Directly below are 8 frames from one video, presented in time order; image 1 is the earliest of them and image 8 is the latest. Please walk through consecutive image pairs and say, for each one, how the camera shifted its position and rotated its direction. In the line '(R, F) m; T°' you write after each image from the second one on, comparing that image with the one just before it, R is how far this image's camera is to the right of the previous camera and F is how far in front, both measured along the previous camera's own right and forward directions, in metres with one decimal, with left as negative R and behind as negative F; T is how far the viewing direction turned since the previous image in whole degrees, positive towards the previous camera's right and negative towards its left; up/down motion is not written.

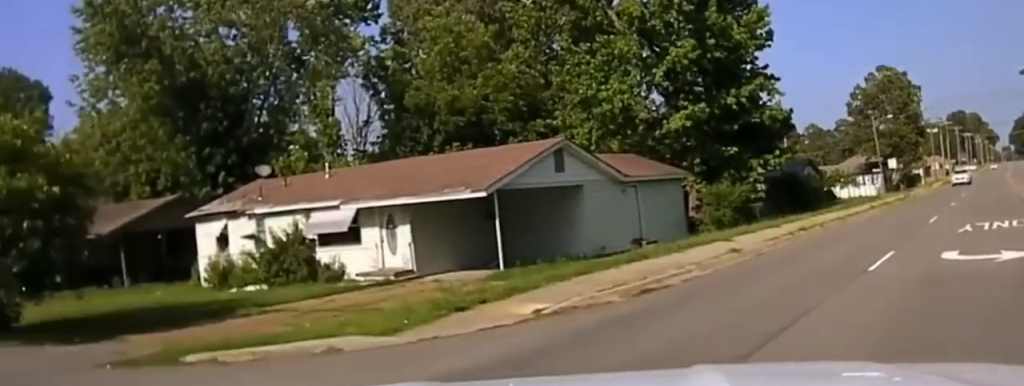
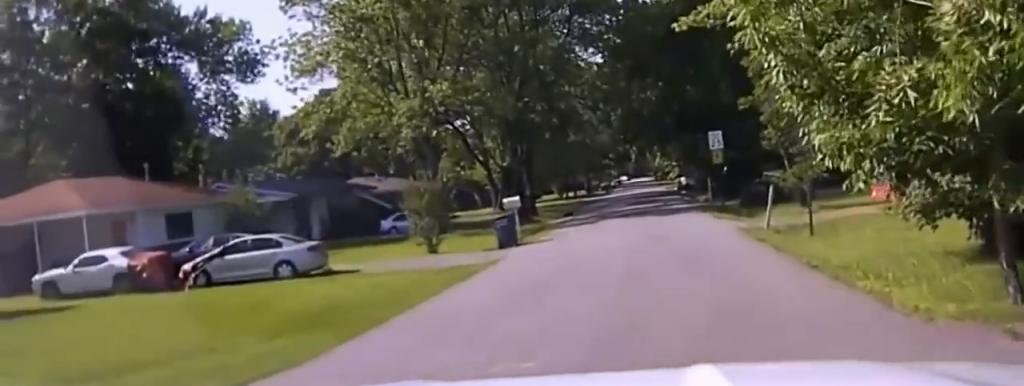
(-4.9, +9.9) m; -42°
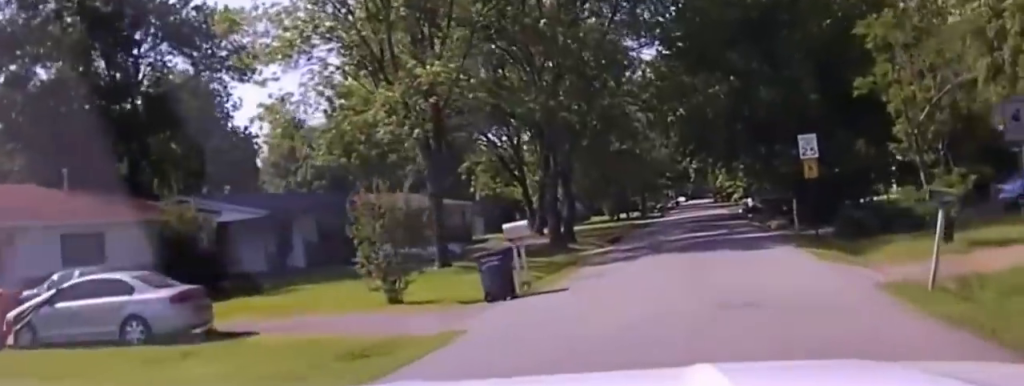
(-0.3, +8.0) m; -2°
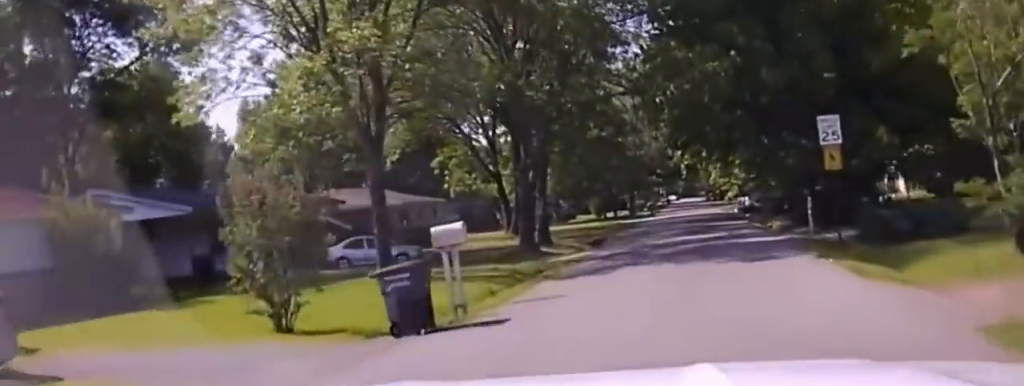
(0.0, +4.2) m; 0°
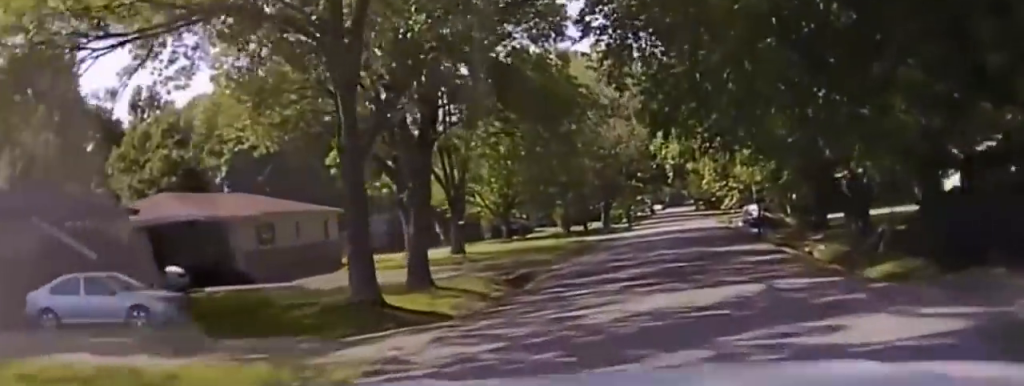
(+0.1, +16.0) m; +1°
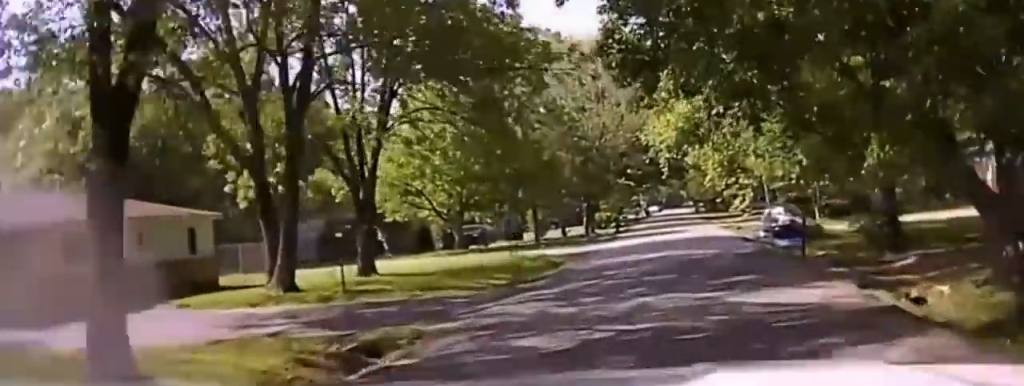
(+0.1, +14.5) m; 0°
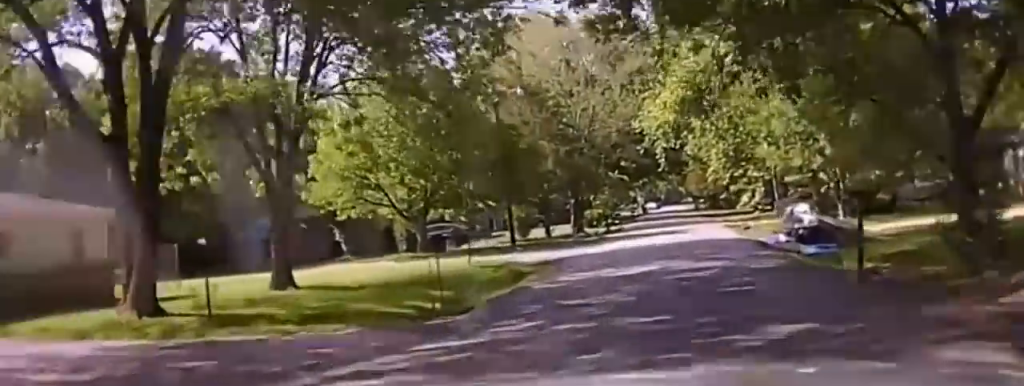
(0.0, +8.4) m; 0°
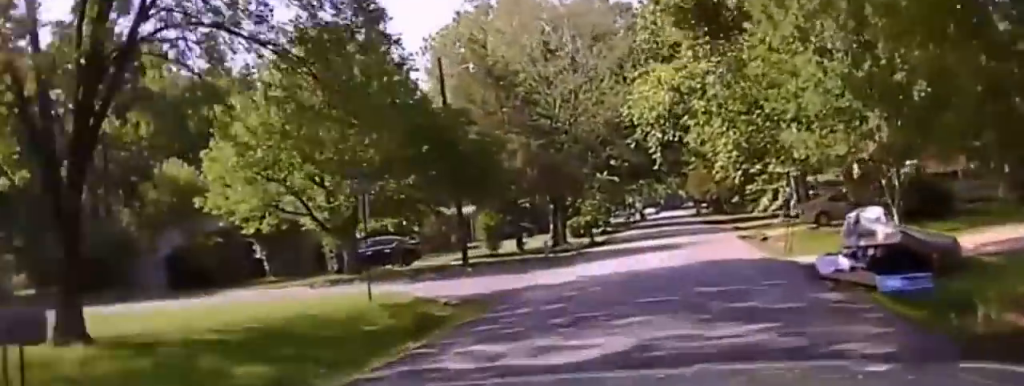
(0.0, +11.7) m; 0°
